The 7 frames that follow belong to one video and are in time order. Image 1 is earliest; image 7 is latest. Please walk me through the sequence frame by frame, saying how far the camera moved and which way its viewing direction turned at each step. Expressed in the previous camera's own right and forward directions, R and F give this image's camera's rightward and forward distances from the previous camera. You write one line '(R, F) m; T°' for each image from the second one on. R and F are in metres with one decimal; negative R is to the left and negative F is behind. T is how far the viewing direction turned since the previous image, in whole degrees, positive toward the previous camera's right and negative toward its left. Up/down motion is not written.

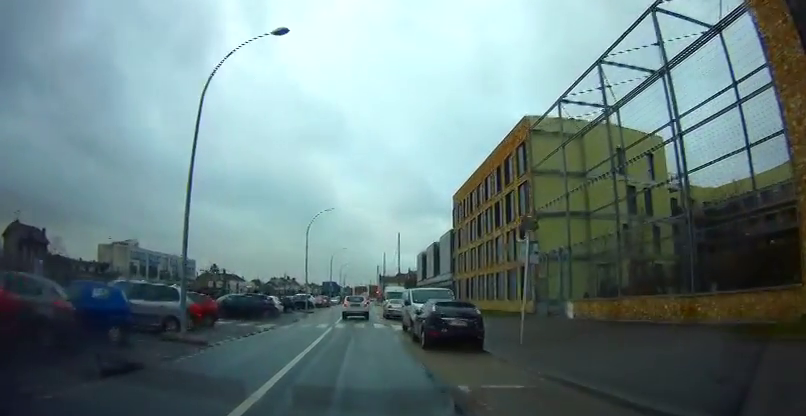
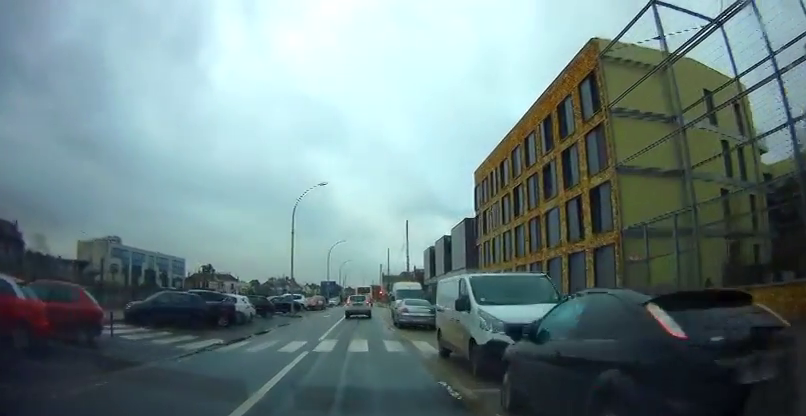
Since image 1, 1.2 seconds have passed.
(-0.3, +10.8) m; -2°
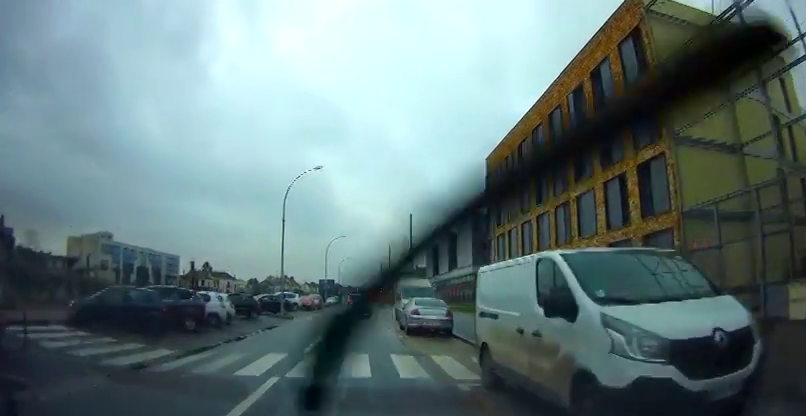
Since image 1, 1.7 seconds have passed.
(0.0, +4.5) m; 0°
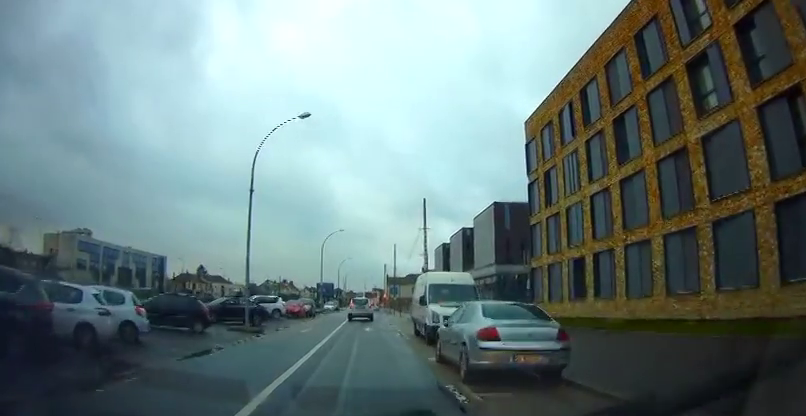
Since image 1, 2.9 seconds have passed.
(0.0, +10.7) m; +2°
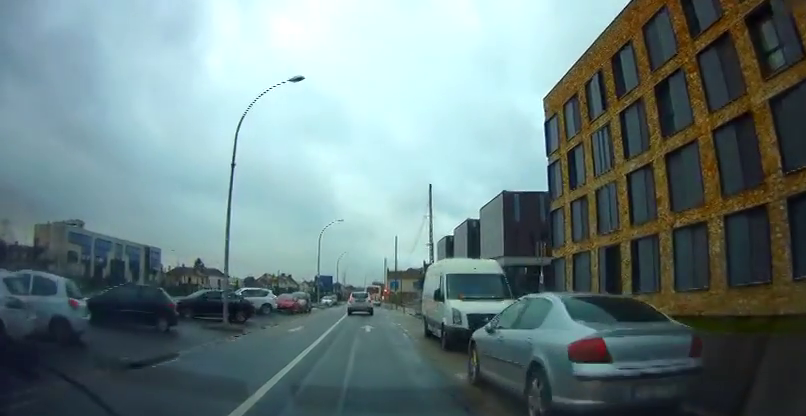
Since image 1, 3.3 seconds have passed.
(+0.2, +3.7) m; 0°
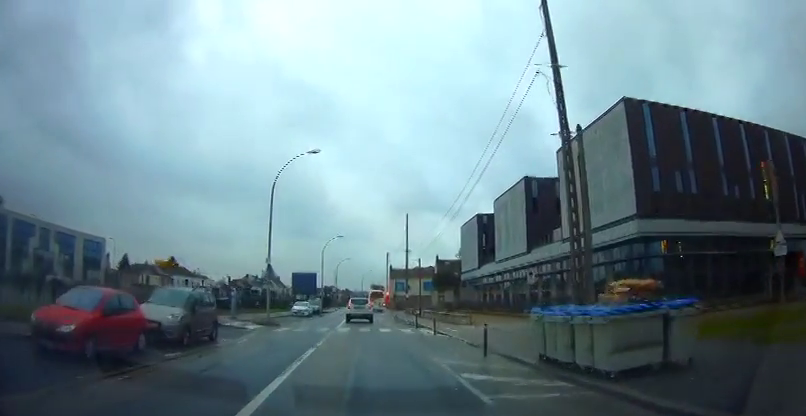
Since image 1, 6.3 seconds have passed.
(-0.8, +28.1) m; -1°
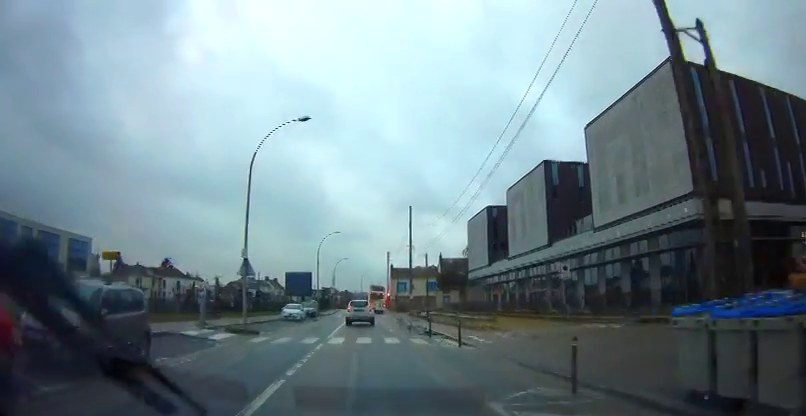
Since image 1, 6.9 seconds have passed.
(0.0, +5.5) m; +1°
